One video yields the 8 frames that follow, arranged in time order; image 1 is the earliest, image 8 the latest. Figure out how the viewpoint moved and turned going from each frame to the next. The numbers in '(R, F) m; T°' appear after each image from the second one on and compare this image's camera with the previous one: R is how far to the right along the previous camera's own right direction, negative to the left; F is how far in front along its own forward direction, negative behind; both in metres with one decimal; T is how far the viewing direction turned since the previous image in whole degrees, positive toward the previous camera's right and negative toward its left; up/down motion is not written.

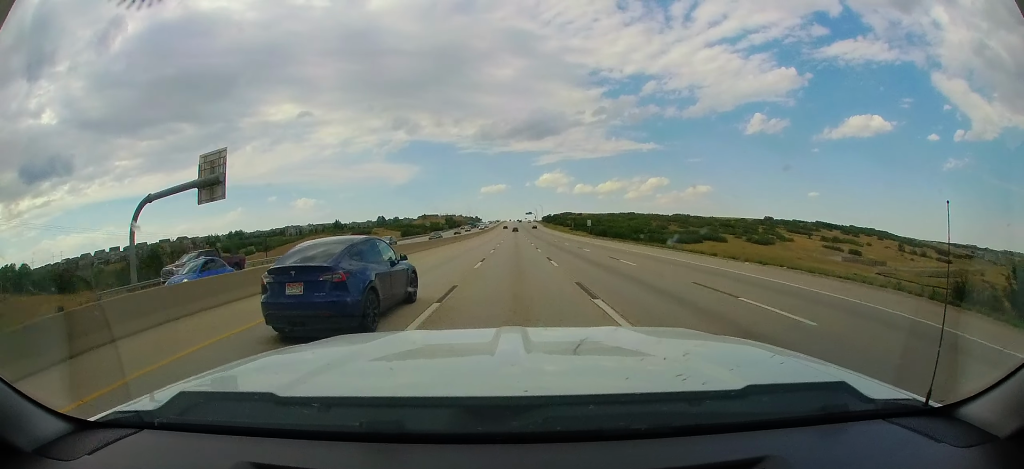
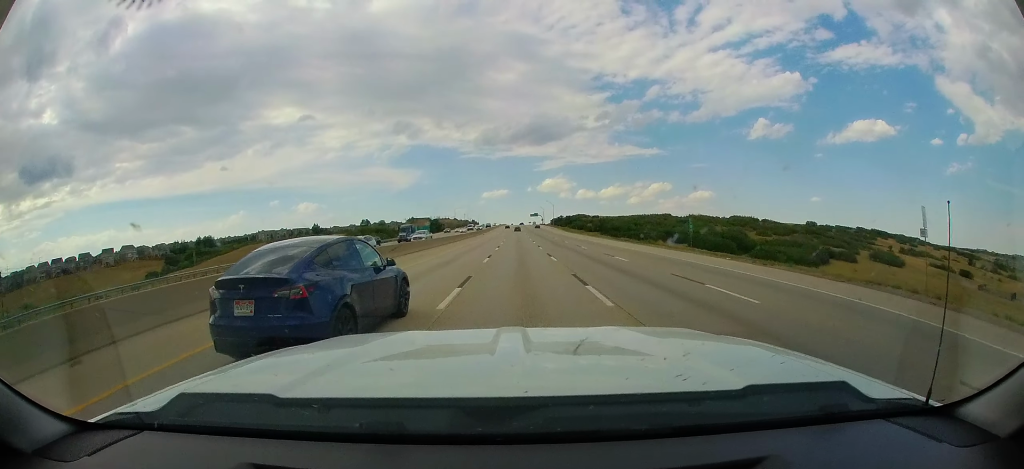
(-0.4, +69.7) m; 0°
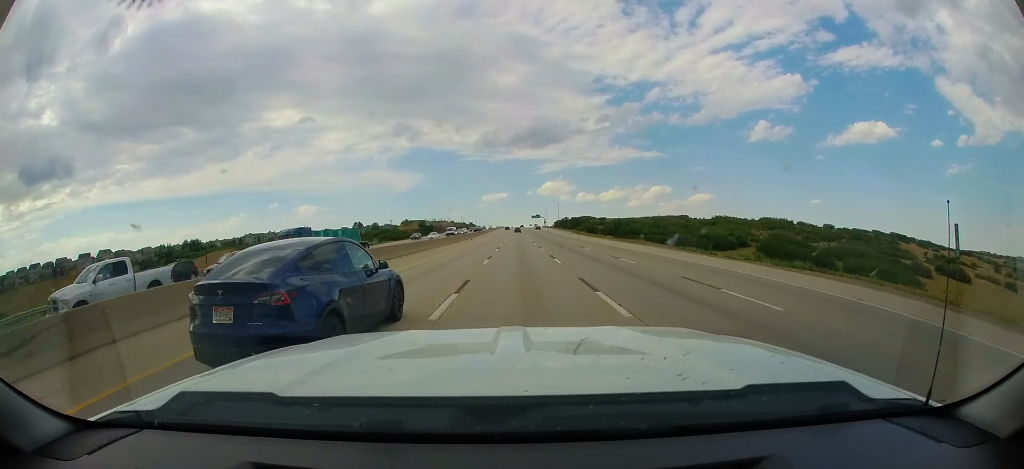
(+0.5, +25.3) m; 0°
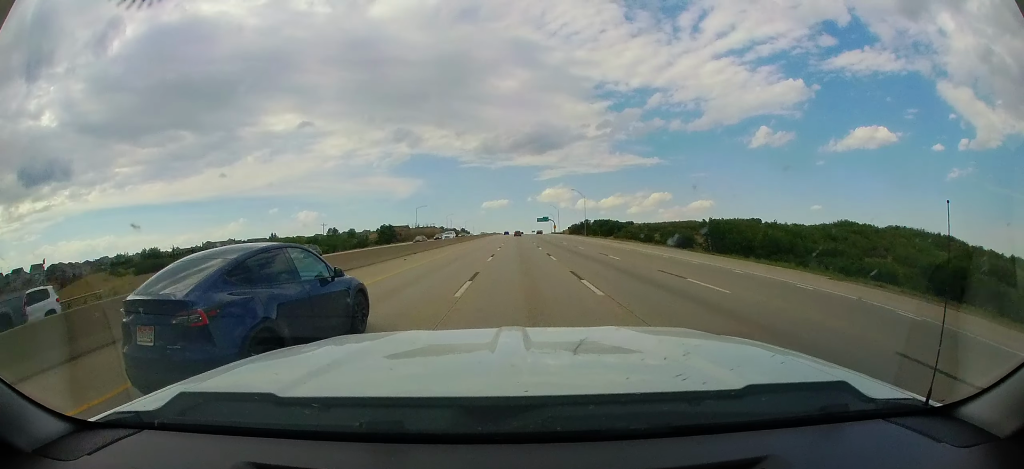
(-0.6, +69.9) m; 0°
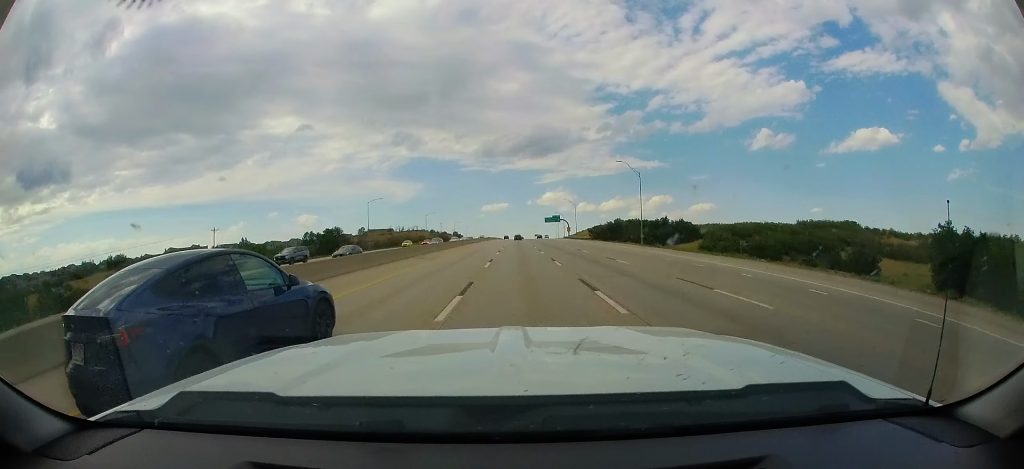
(+0.1, +51.2) m; 0°
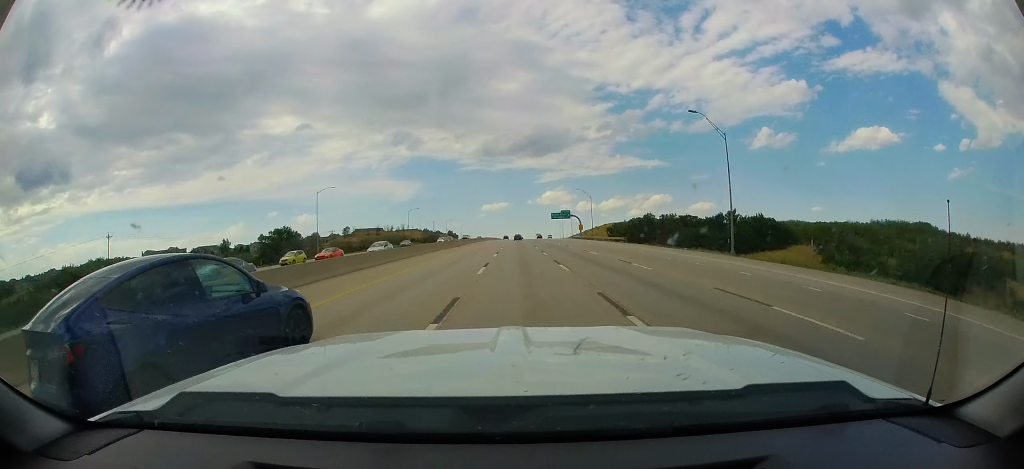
(+0.1, +27.4) m; 0°
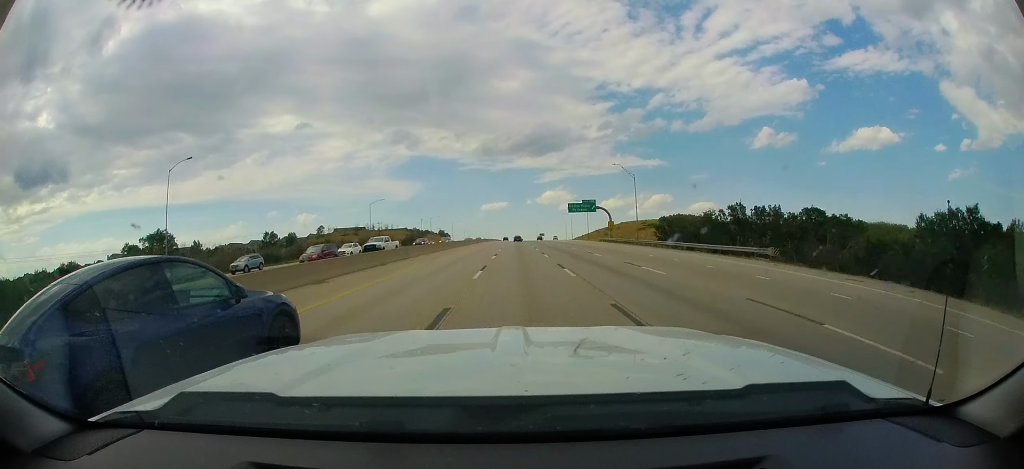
(0.0, +37.8) m; 0°
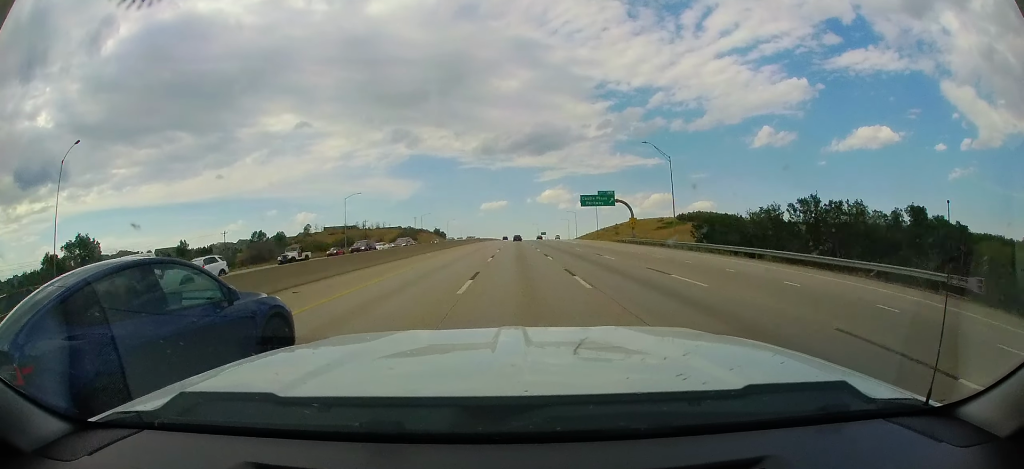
(0.0, +15.7) m; 0°
